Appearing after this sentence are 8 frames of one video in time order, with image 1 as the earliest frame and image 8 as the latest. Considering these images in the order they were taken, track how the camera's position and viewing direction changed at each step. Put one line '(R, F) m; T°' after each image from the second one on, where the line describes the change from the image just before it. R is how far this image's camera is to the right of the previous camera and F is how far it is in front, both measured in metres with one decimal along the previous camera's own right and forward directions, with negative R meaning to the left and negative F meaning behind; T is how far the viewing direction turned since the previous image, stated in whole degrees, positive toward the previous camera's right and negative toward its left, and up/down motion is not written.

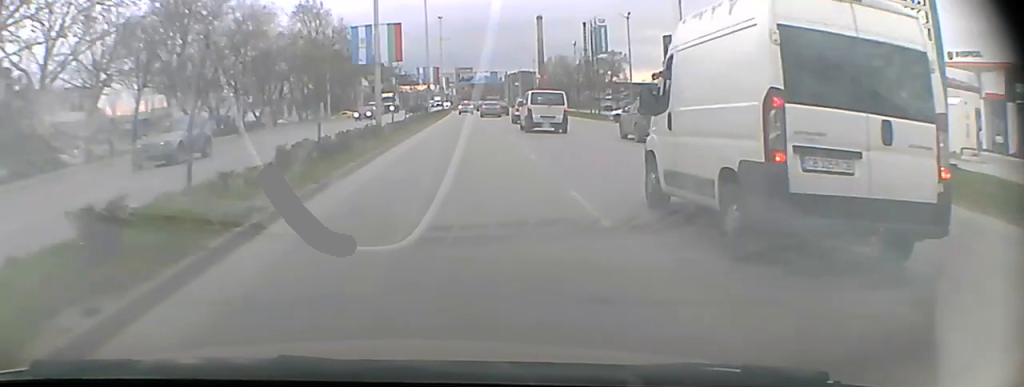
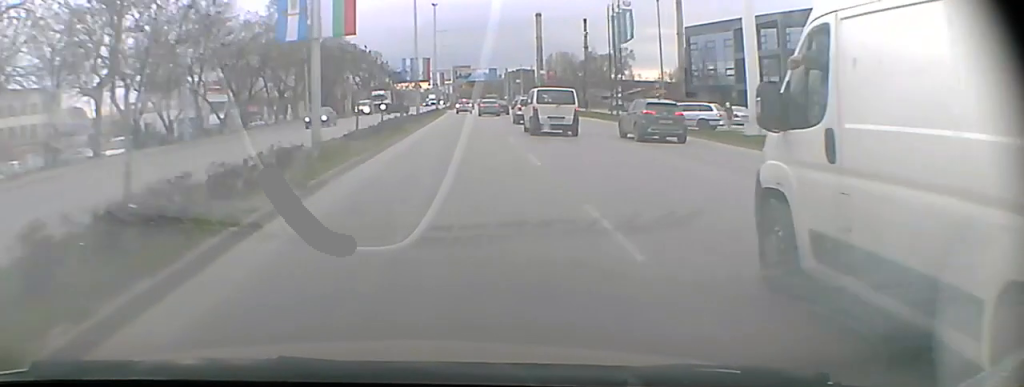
(0.0, +10.7) m; 0°
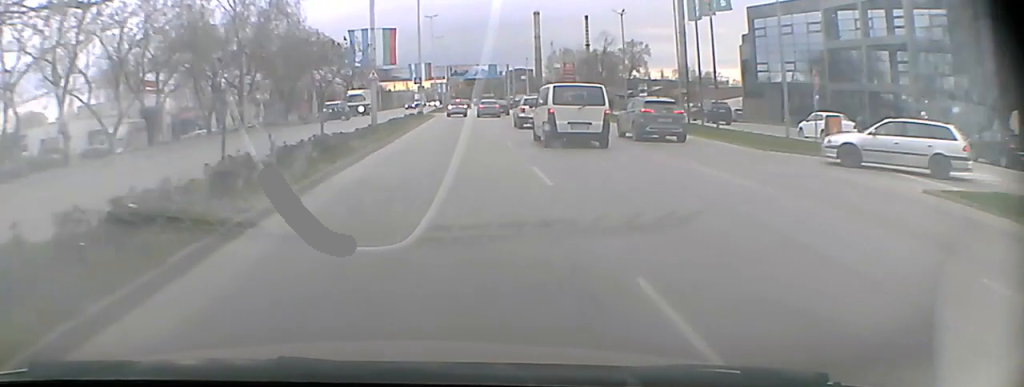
(0.0, +21.5) m; 0°
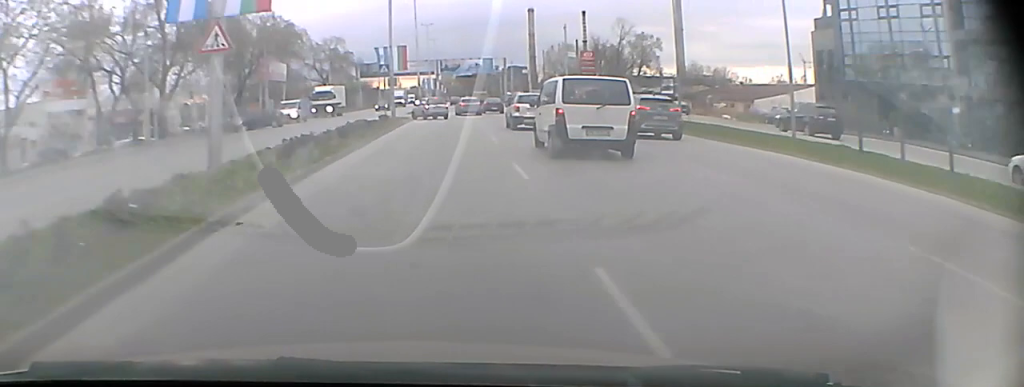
(+0.1, +18.0) m; 0°
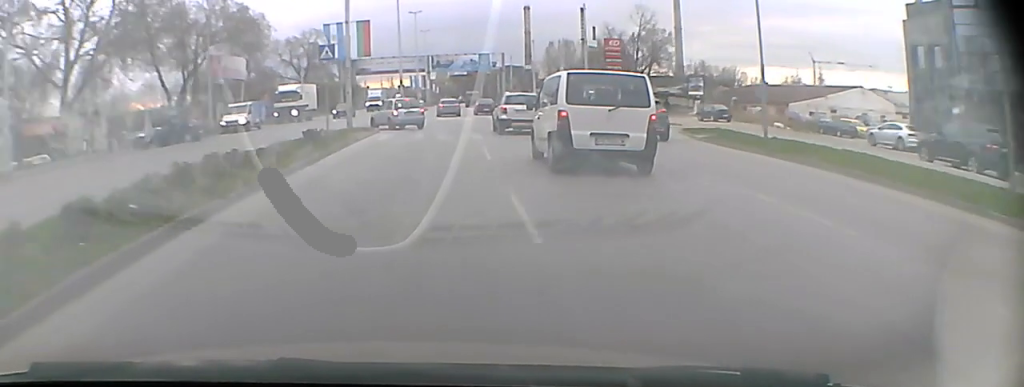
(0.0, +14.7) m; 0°
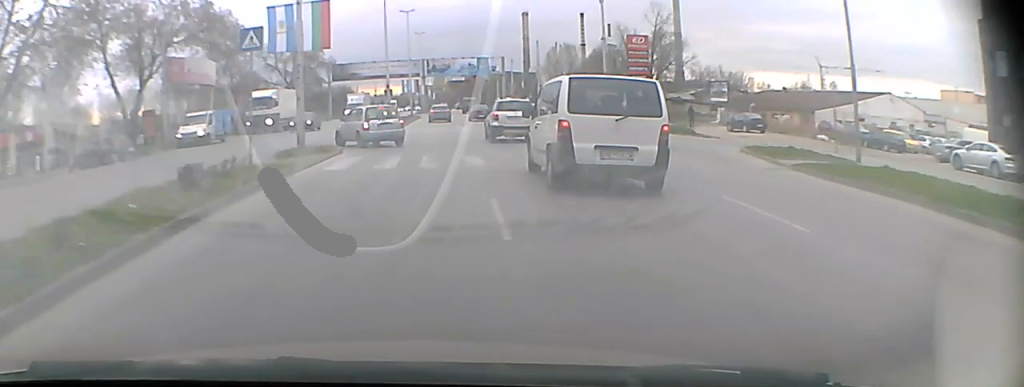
(0.0, +8.6) m; 0°
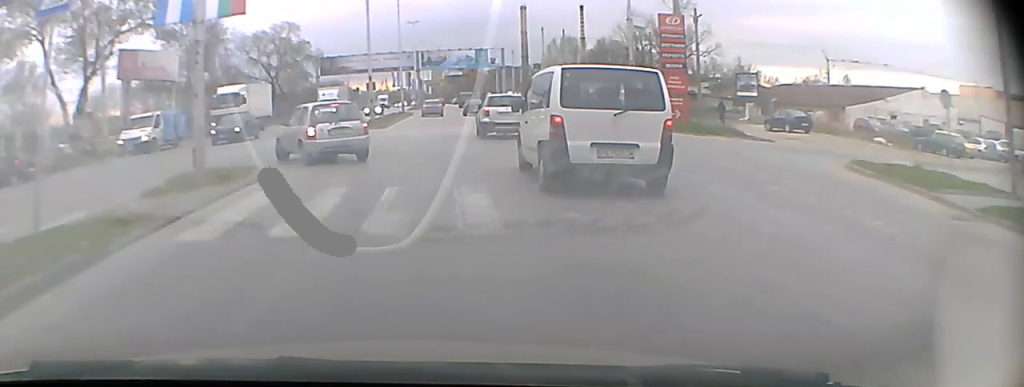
(0.0, +8.5) m; 0°
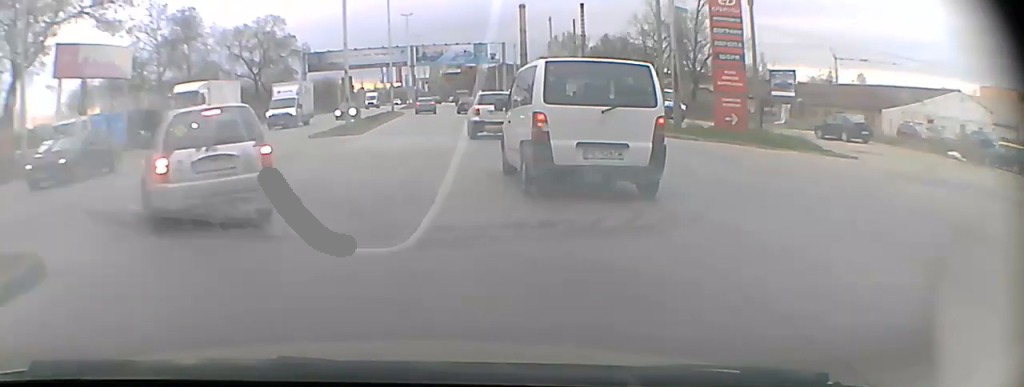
(0.0, +8.2) m; -1°
